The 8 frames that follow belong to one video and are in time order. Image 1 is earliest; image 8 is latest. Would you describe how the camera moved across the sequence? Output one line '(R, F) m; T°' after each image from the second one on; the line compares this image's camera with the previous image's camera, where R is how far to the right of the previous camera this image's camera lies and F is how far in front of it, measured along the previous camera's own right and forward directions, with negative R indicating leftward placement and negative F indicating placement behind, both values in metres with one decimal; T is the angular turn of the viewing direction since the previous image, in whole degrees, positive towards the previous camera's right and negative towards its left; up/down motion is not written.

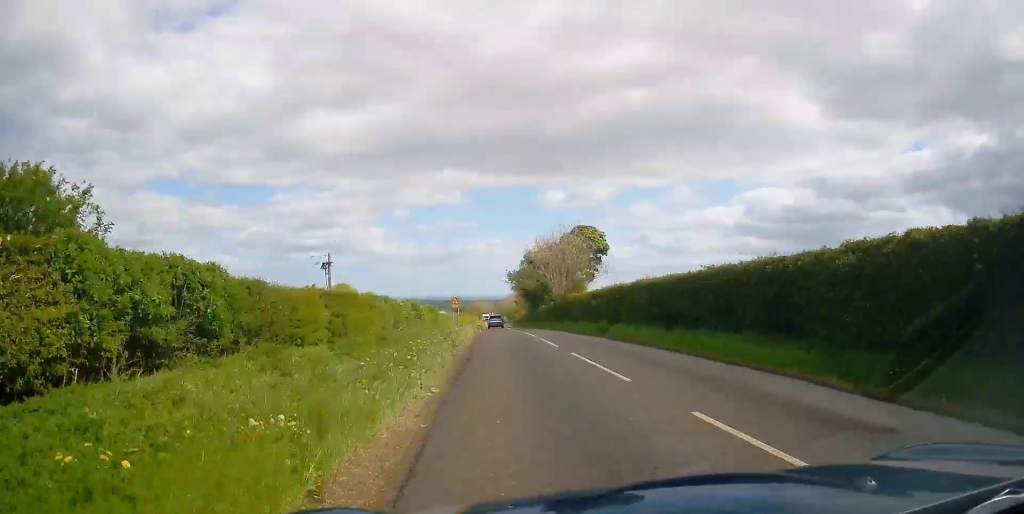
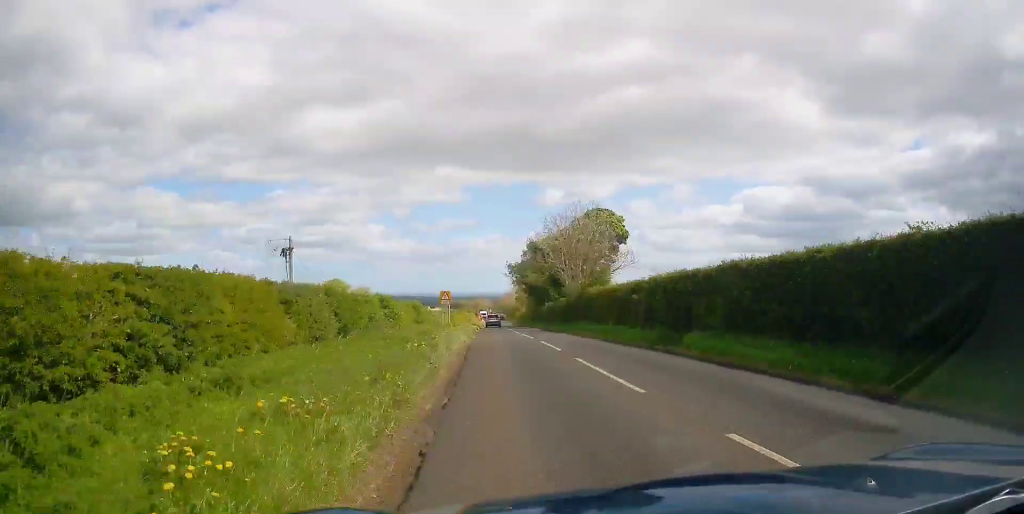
(+0.2, +9.9) m; -1°
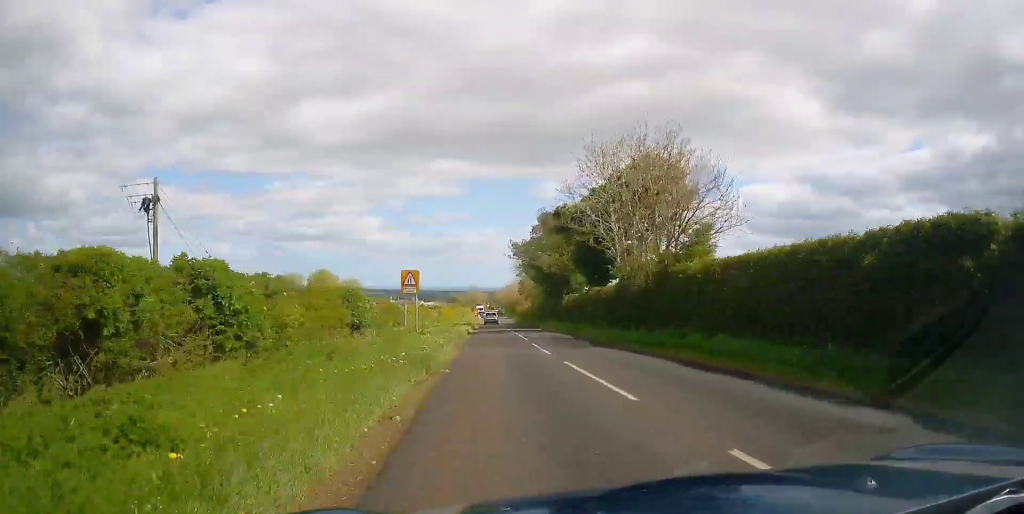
(-0.5, +18.7) m; 0°
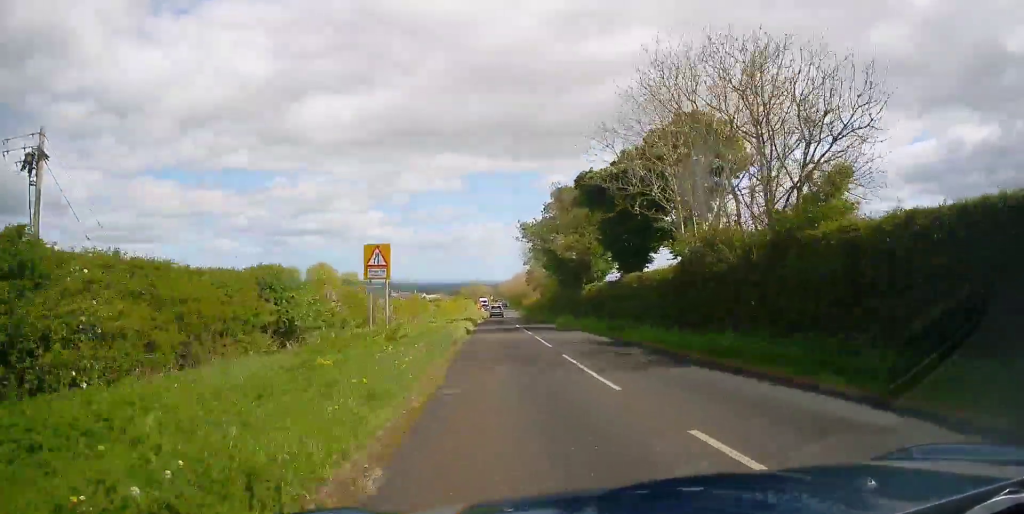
(+0.1, +8.2) m; +1°
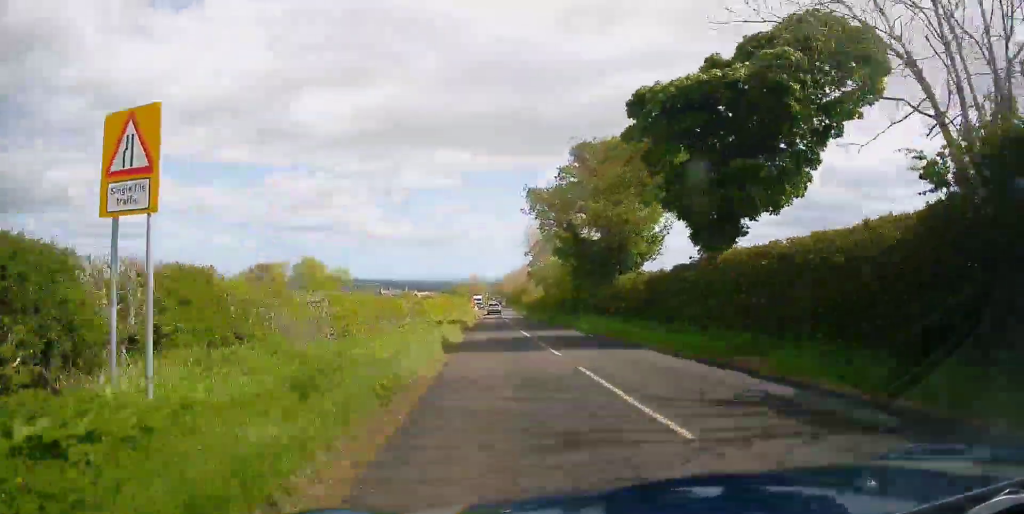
(+0.2, +12.3) m; 0°
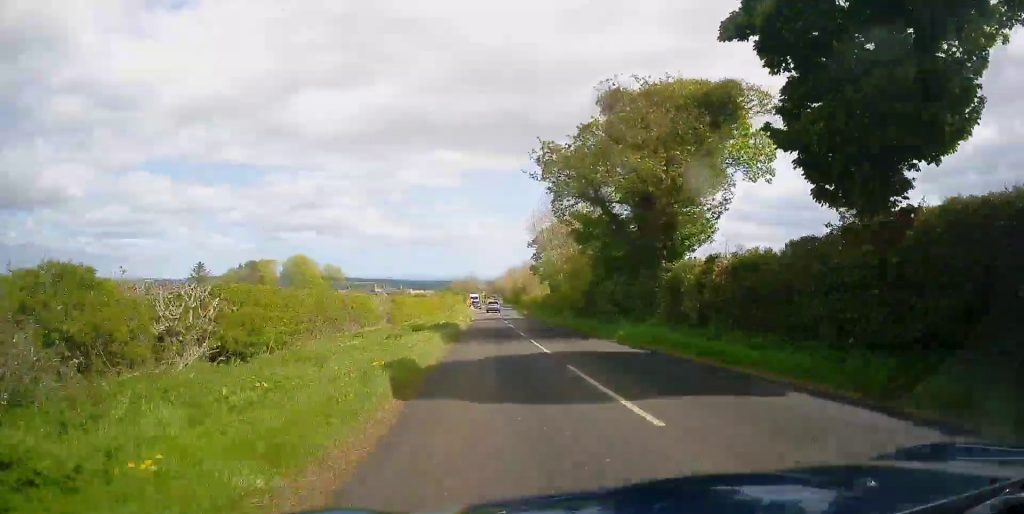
(0.0, +8.2) m; 0°
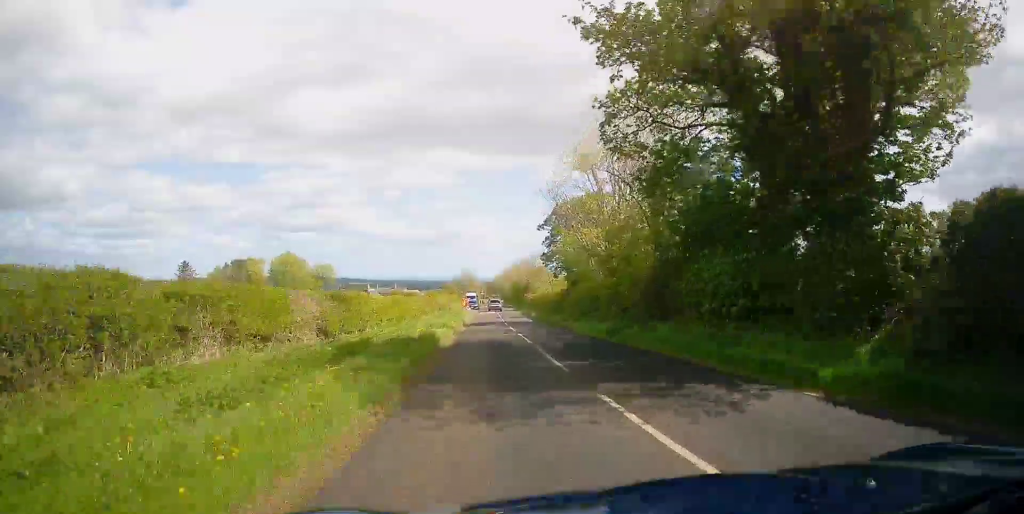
(-0.1, +12.9) m; -1°
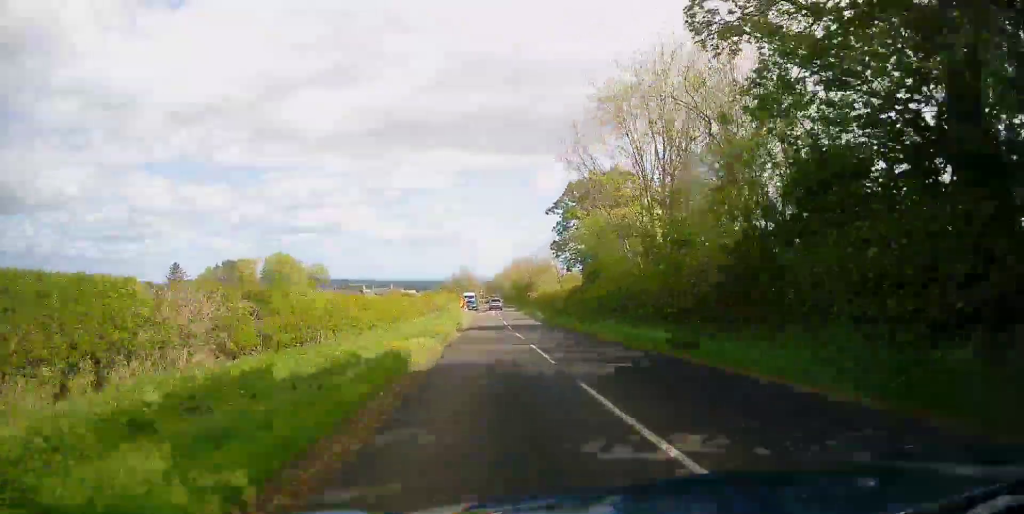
(0.0, +7.0) m; 0°
